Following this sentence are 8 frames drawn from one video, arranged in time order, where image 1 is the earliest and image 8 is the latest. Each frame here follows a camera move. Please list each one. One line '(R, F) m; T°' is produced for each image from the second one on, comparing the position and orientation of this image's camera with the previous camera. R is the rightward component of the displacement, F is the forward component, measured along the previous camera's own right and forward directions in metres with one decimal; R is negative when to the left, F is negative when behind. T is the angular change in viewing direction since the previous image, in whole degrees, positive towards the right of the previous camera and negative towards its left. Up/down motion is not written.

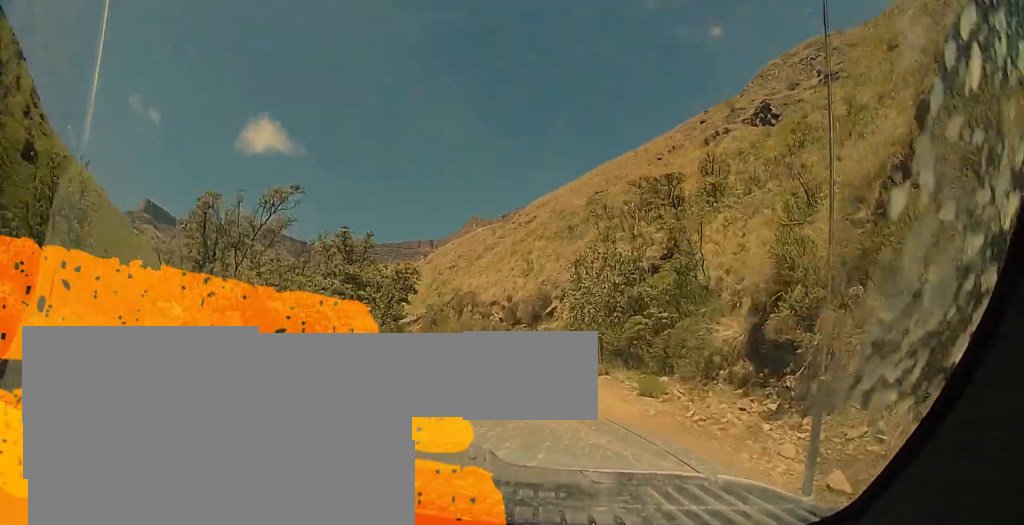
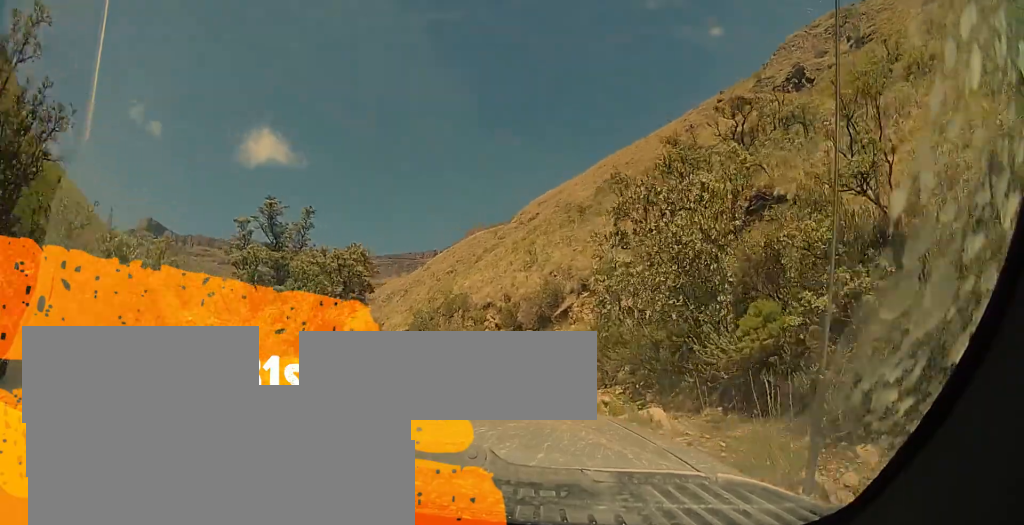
(+1.5, +9.1) m; +1°
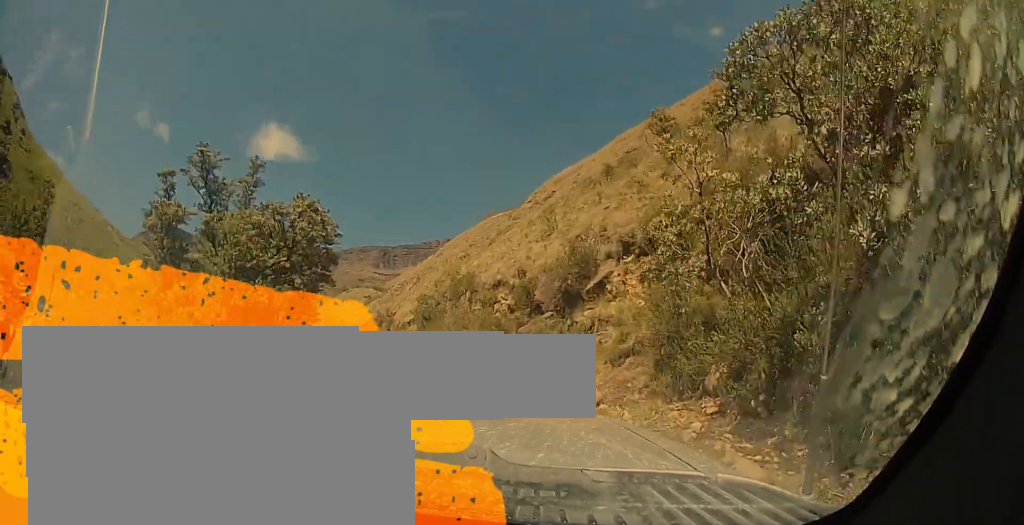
(+0.1, +5.8) m; -5°
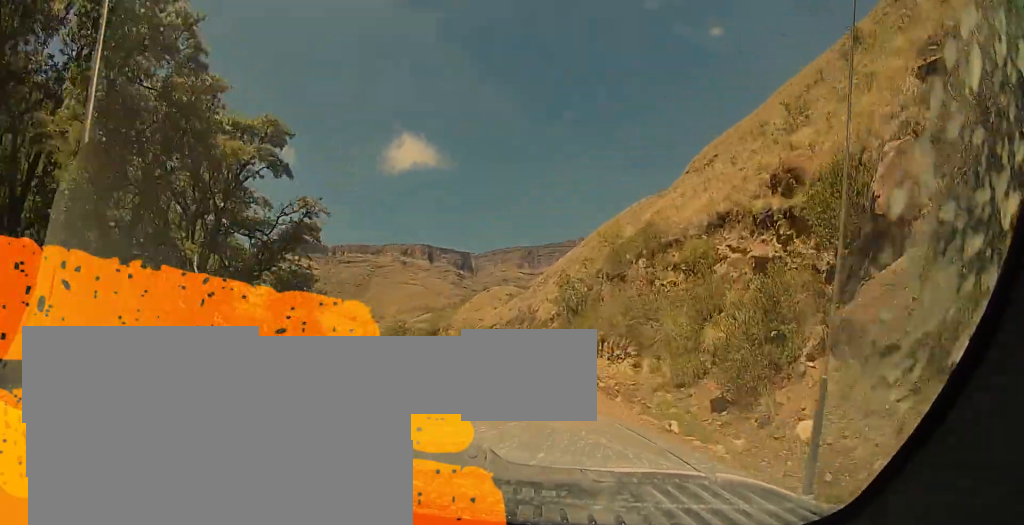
(-1.2, +11.2) m; -23°
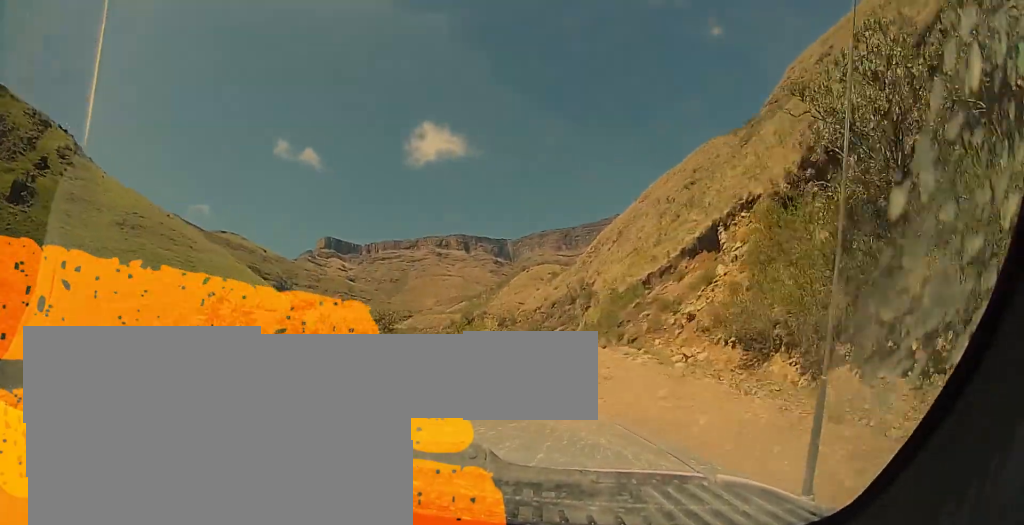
(-4.3, +25.8) m; -4°
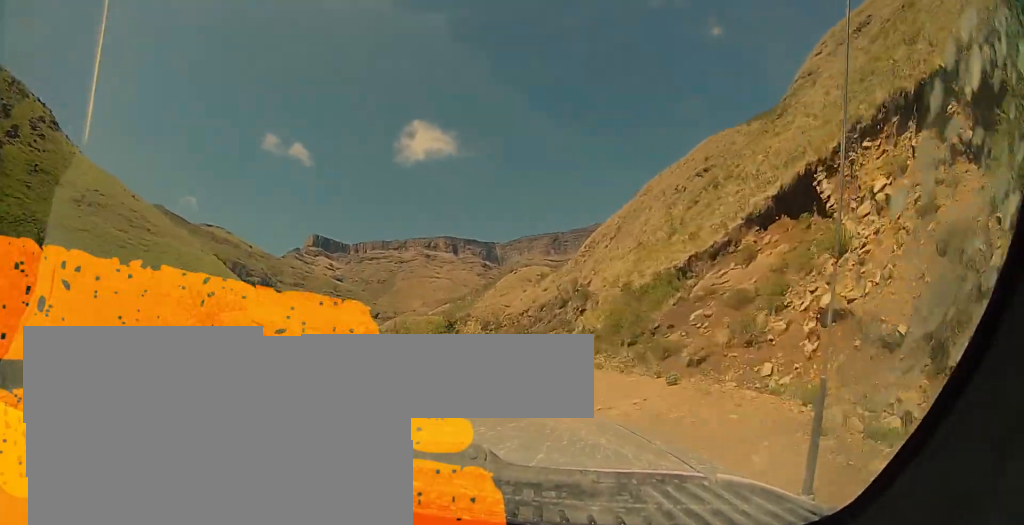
(+0.4, +10.0) m; +3°
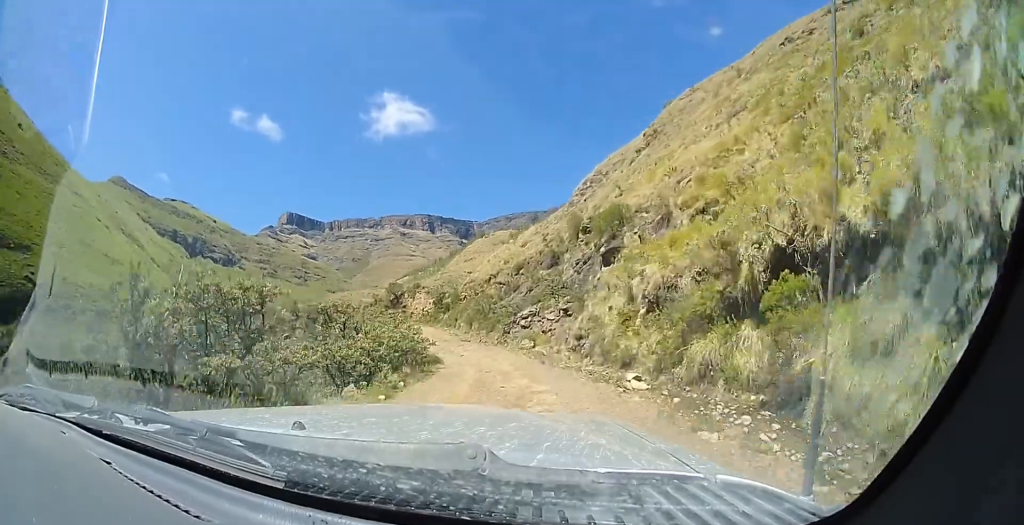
(+1.4, +34.6) m; -1°
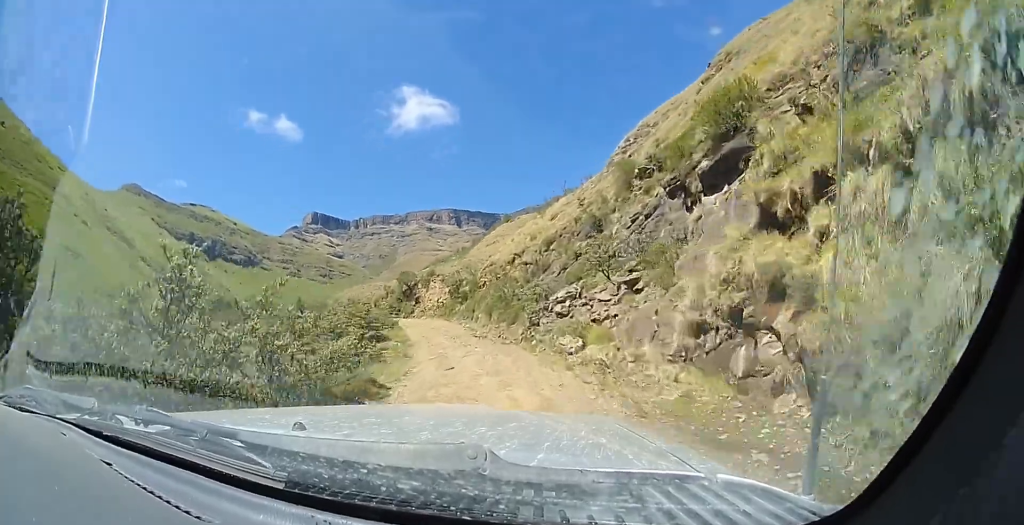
(+0.3, +12.1) m; -8°
